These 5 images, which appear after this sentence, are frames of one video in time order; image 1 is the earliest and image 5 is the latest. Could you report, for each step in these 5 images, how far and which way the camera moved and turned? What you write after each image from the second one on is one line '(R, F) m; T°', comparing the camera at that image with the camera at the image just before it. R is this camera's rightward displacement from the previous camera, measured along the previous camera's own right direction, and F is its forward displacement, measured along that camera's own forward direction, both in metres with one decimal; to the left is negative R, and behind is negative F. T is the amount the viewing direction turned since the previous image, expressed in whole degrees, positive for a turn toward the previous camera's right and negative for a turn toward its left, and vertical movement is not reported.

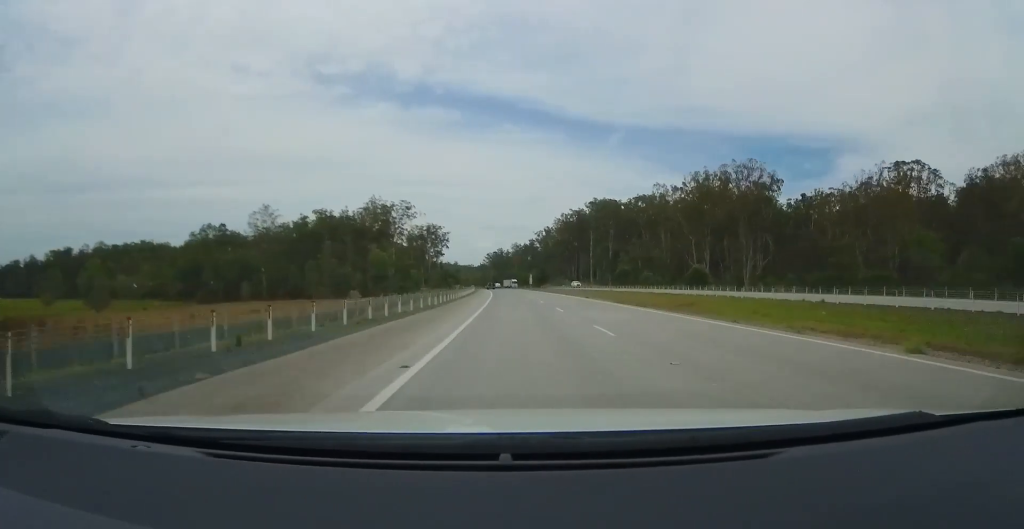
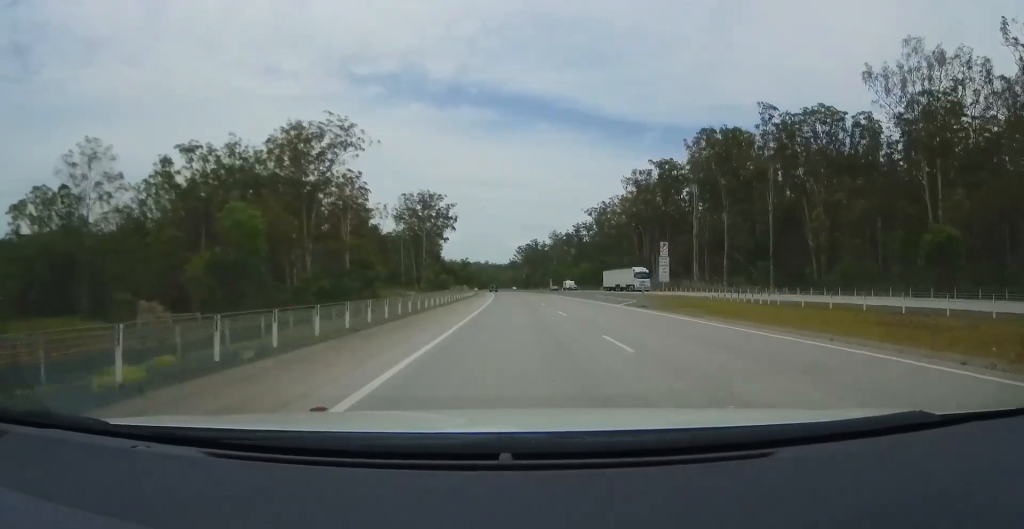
(-3.2, +94.9) m; -6°
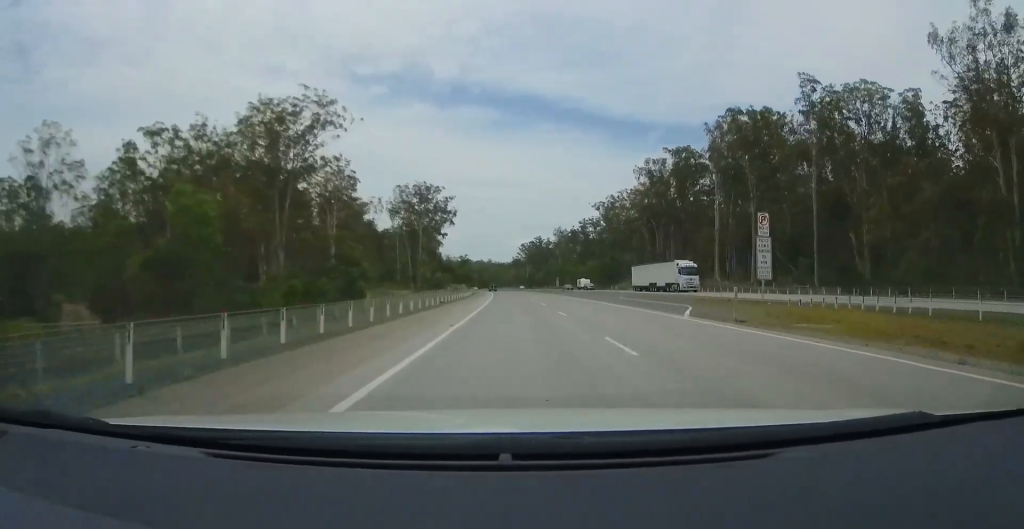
(0.0, +12.1) m; 0°
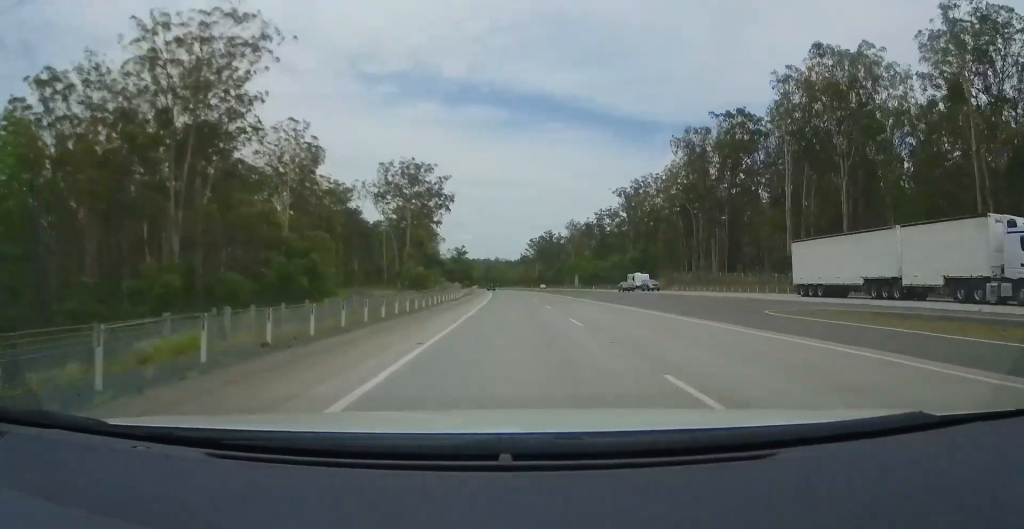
(0.0, +27.8) m; 0°
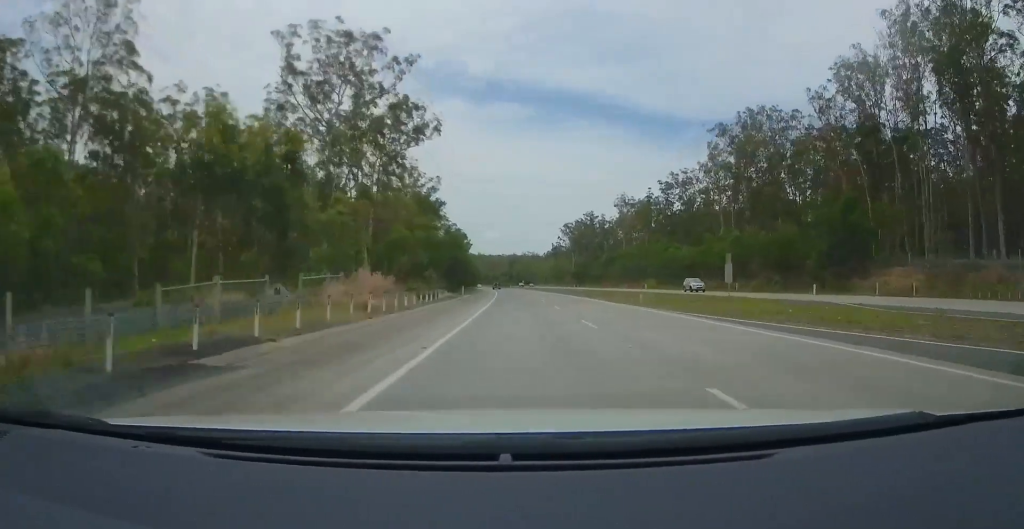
(-0.8, +71.5) m; -3°
